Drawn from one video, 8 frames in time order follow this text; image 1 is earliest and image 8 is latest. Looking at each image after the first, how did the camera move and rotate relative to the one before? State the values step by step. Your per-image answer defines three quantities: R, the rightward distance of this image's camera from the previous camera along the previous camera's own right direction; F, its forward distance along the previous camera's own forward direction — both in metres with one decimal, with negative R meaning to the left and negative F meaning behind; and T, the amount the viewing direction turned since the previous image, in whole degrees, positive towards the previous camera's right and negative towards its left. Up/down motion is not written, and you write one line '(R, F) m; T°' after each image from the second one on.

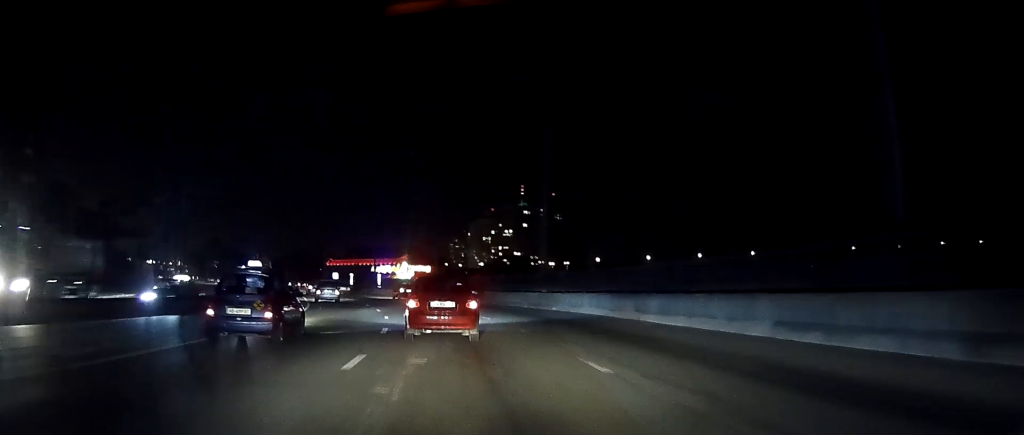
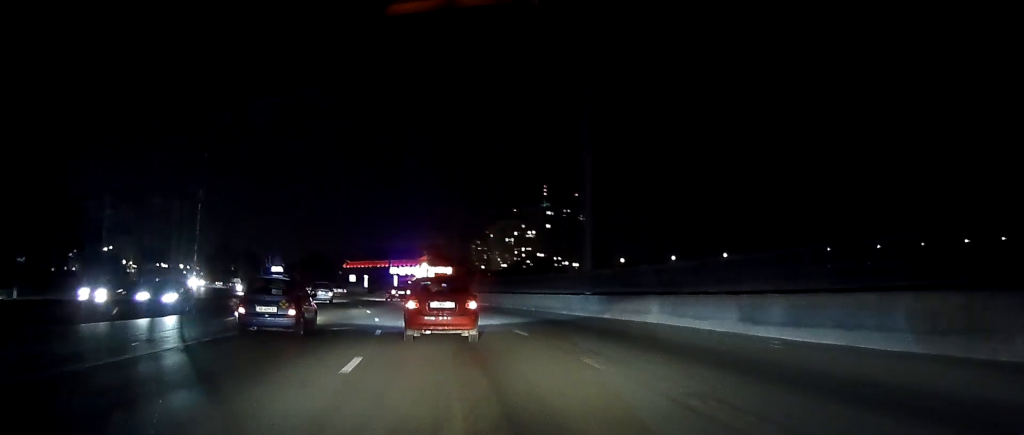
(-0.1, +8.0) m; -3°
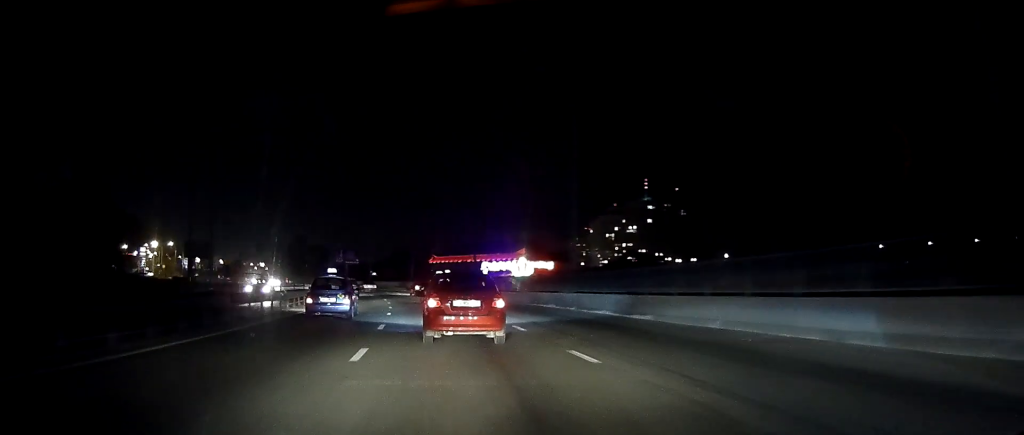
(-1.6, +22.5) m; -8°
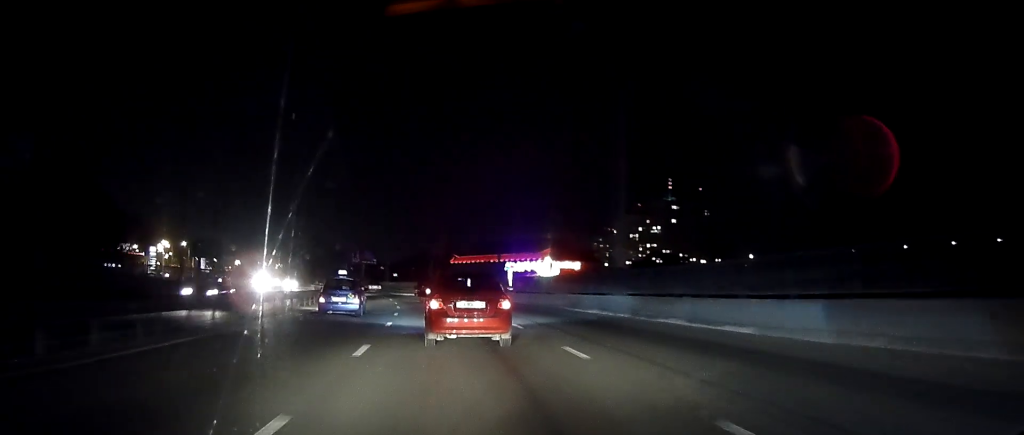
(-0.1, +6.8) m; -2°
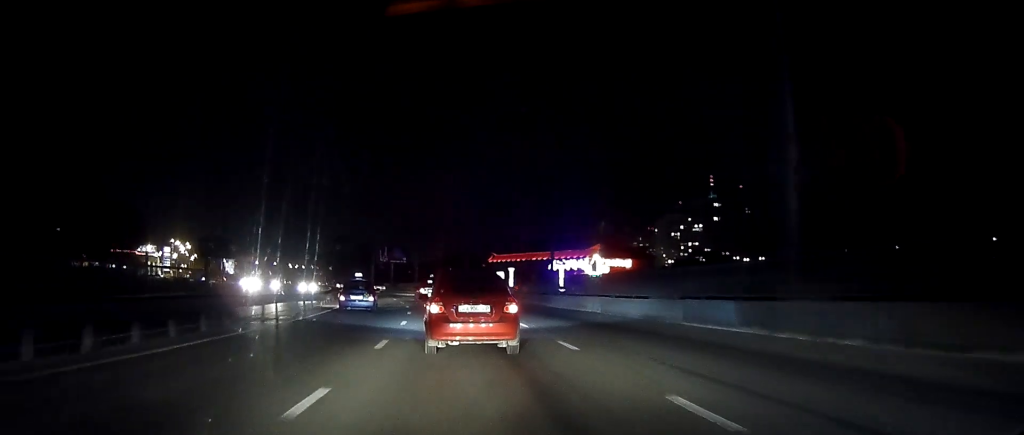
(-0.4, +13.8) m; -3°
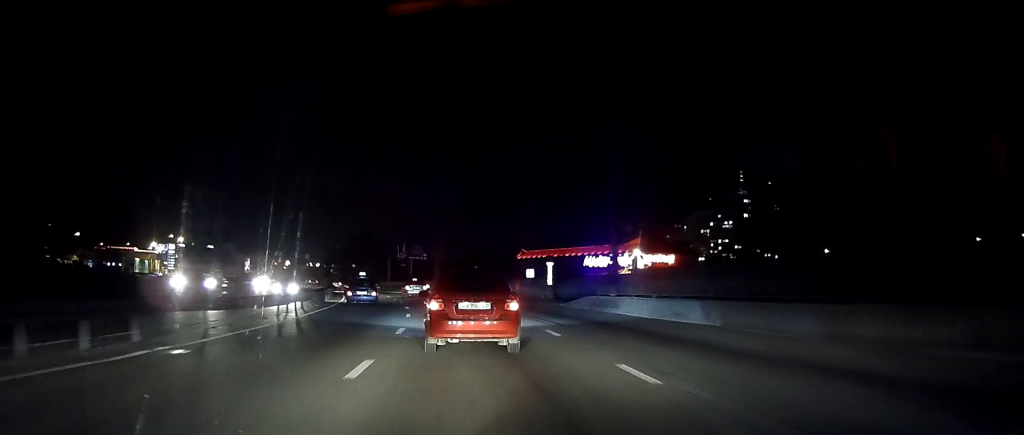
(-0.3, +12.7) m; -2°
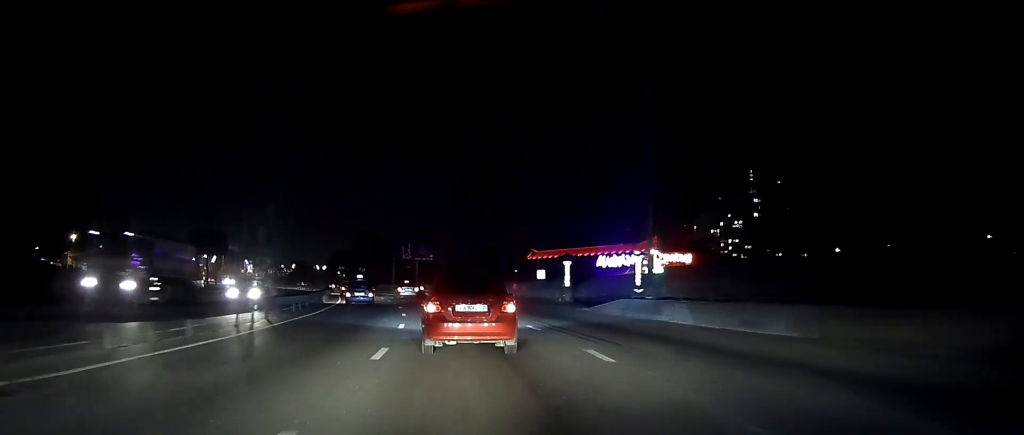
(0.0, +5.3) m; -1°
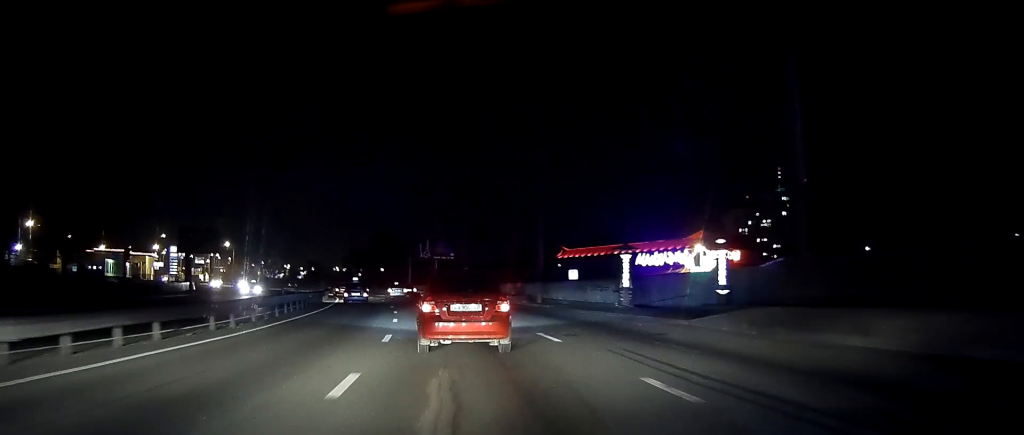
(-0.1, +11.7) m; -2°
